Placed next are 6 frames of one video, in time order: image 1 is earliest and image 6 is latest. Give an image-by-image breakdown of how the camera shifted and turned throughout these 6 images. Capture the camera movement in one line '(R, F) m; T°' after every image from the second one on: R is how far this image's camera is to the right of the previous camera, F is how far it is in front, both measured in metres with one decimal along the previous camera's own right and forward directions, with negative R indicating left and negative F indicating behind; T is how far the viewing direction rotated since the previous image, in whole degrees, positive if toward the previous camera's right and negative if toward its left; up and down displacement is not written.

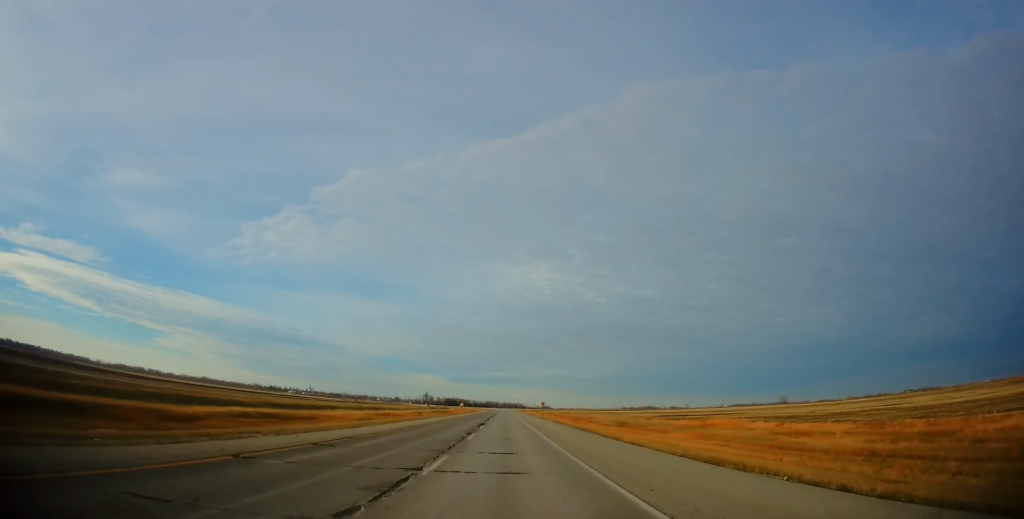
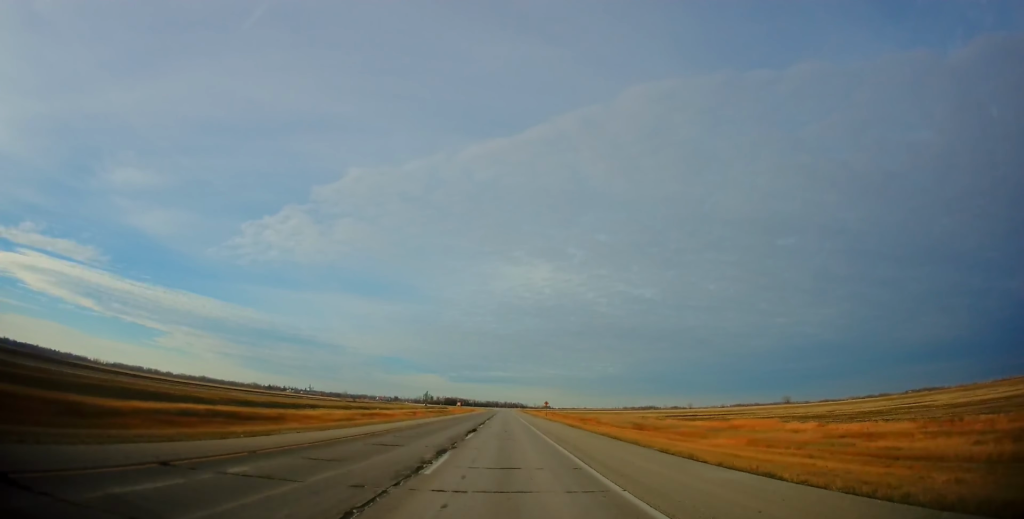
(-0.1, +12.0) m; 0°
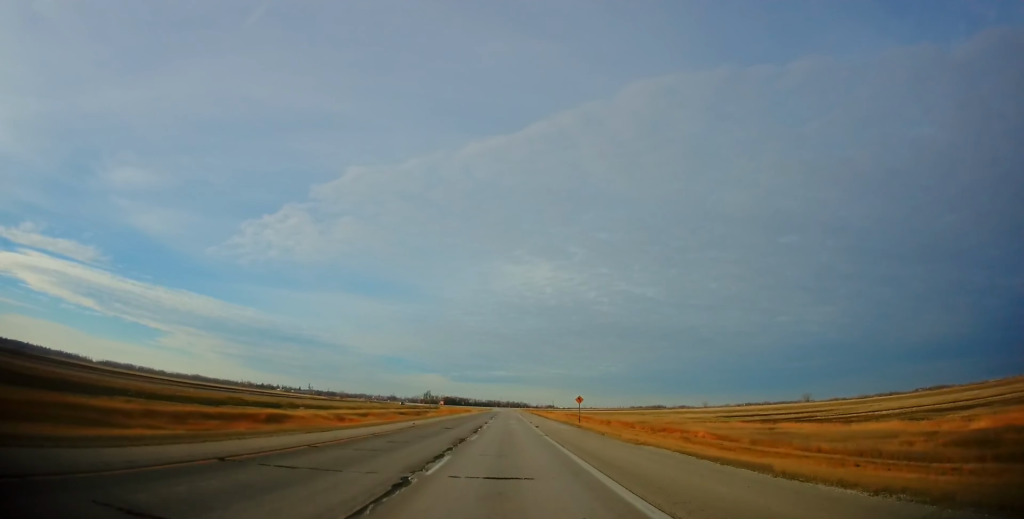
(+0.3, +62.5) m; 0°
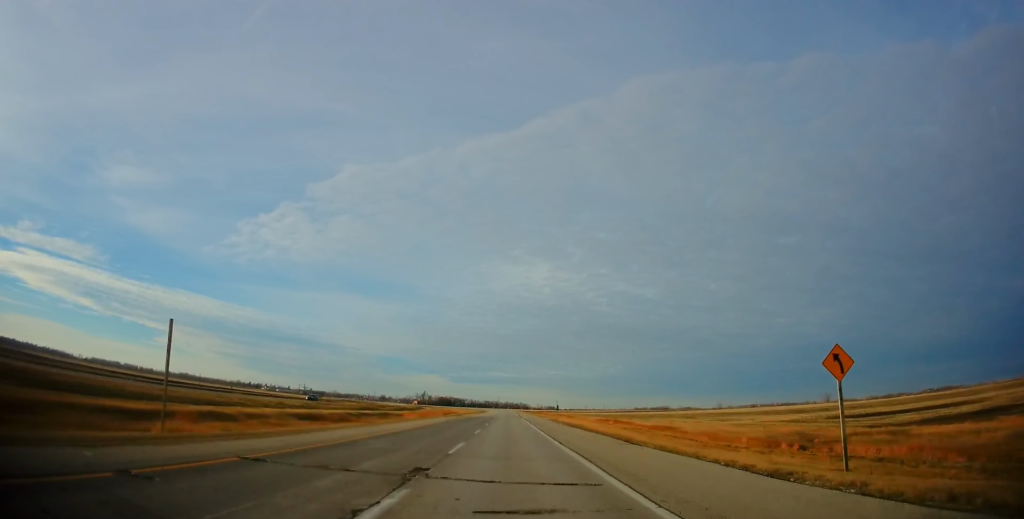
(-0.1, +66.6) m; -1°
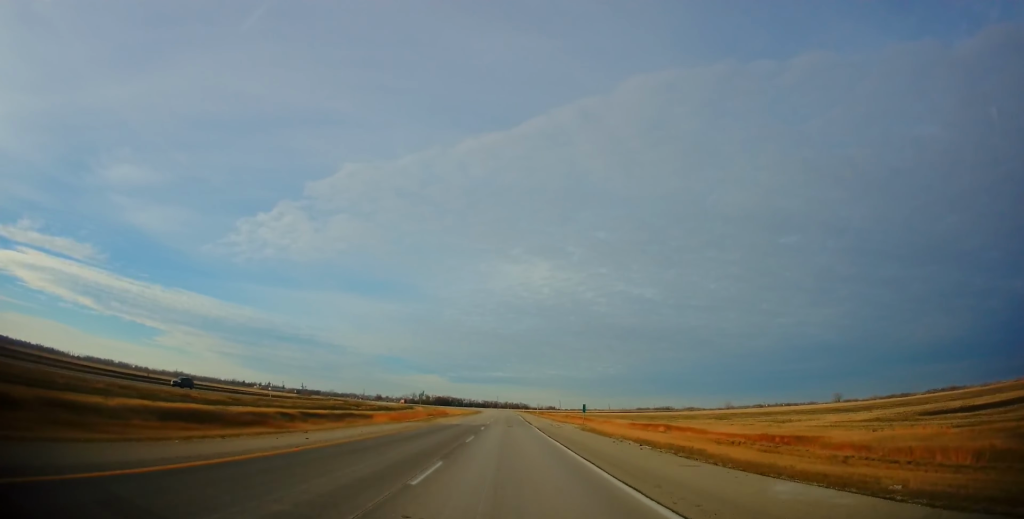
(-0.6, +31.1) m; -1°
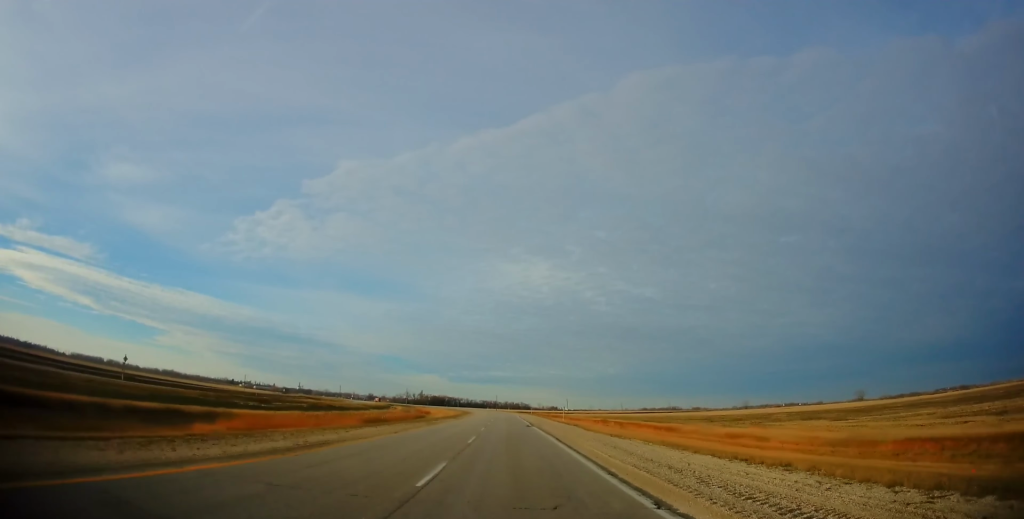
(+1.0, +59.1) m; +1°
